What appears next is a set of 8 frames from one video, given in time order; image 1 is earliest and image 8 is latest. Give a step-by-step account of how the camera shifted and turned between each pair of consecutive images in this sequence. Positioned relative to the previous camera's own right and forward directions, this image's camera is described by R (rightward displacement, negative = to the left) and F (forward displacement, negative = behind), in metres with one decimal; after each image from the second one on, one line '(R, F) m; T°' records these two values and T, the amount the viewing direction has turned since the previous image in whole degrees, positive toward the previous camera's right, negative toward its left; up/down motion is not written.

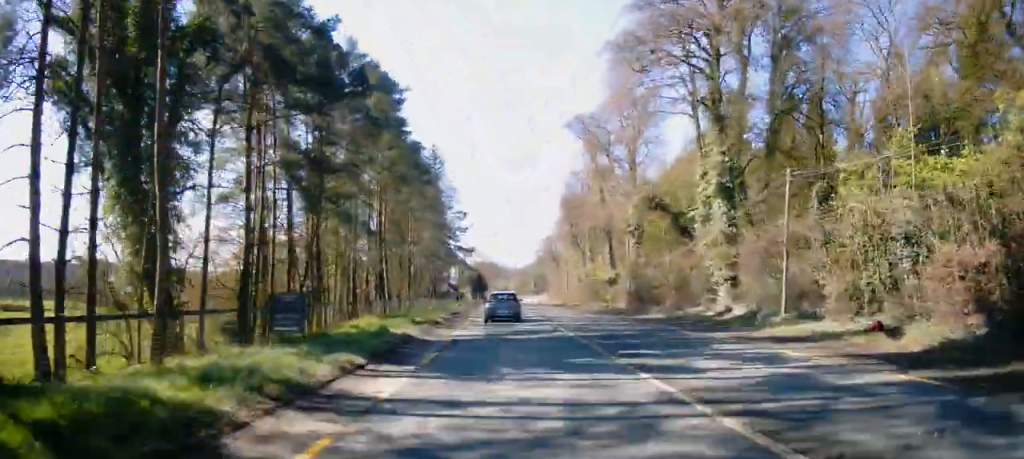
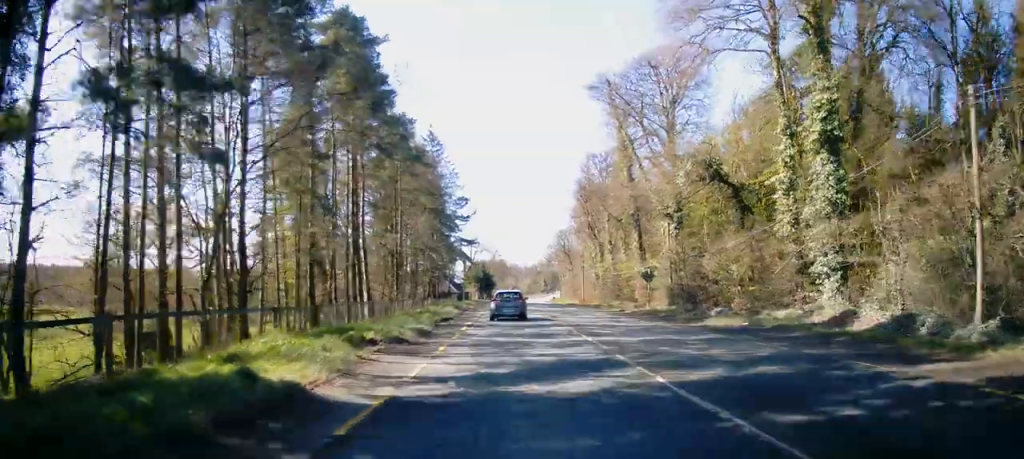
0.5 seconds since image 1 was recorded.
(+0.1, +10.3) m; -1°
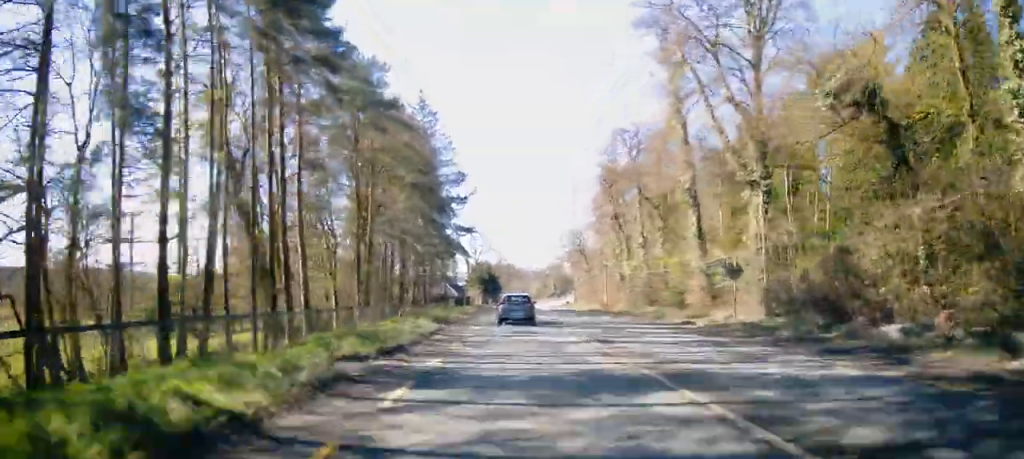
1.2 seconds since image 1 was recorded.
(-0.4, +14.1) m; 0°
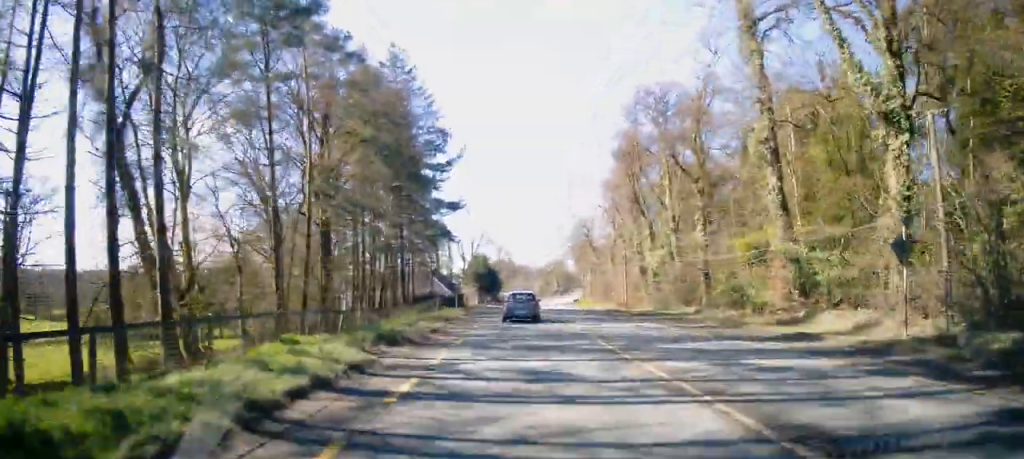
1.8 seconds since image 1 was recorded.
(0.0, +12.0) m; 0°
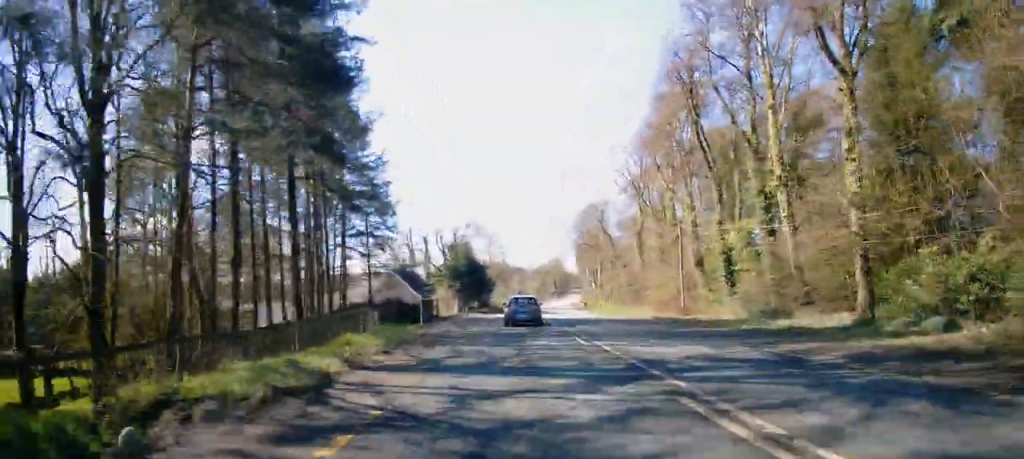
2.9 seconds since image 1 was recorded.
(+0.2, +22.6) m; +1°
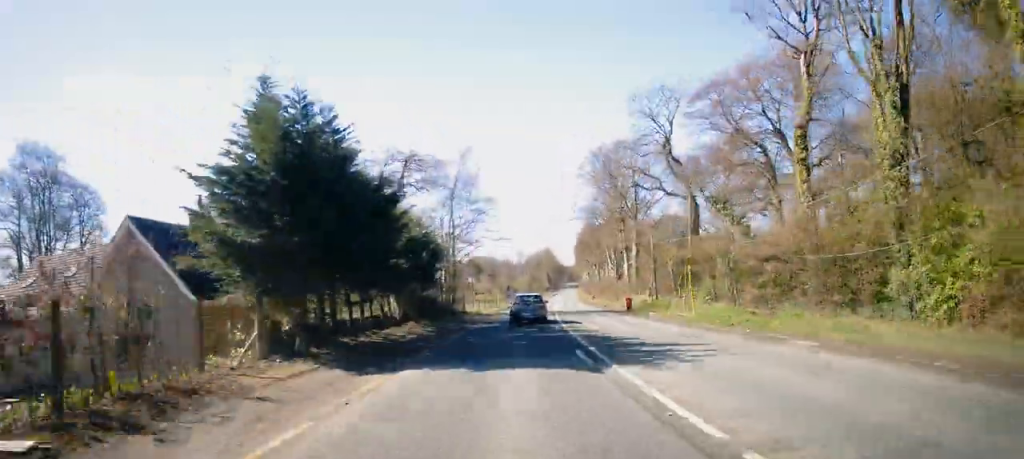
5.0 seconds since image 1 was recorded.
(+0.3, +41.2) m; 0°
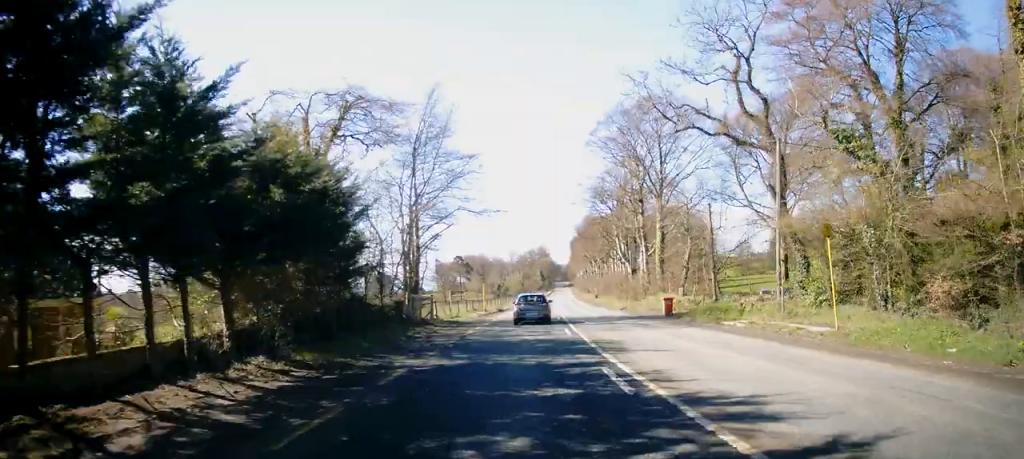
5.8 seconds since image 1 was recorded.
(0.0, +15.3) m; +1°
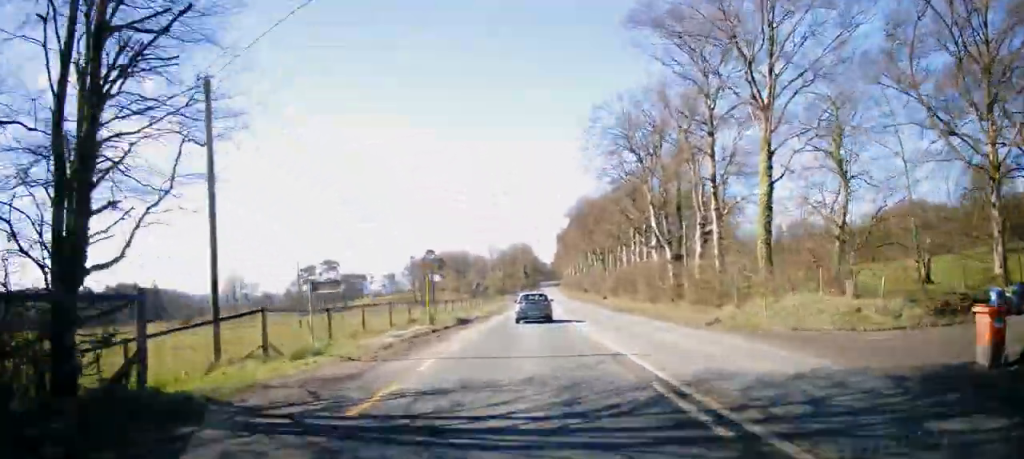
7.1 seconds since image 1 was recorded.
(+0.9, +26.7) m; +3°
